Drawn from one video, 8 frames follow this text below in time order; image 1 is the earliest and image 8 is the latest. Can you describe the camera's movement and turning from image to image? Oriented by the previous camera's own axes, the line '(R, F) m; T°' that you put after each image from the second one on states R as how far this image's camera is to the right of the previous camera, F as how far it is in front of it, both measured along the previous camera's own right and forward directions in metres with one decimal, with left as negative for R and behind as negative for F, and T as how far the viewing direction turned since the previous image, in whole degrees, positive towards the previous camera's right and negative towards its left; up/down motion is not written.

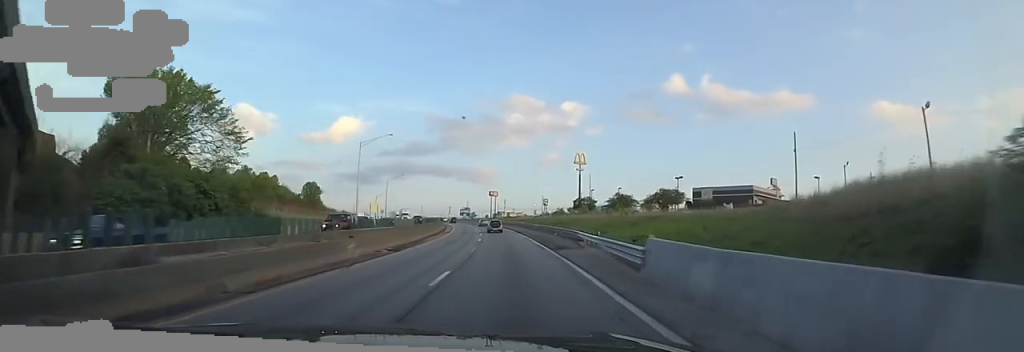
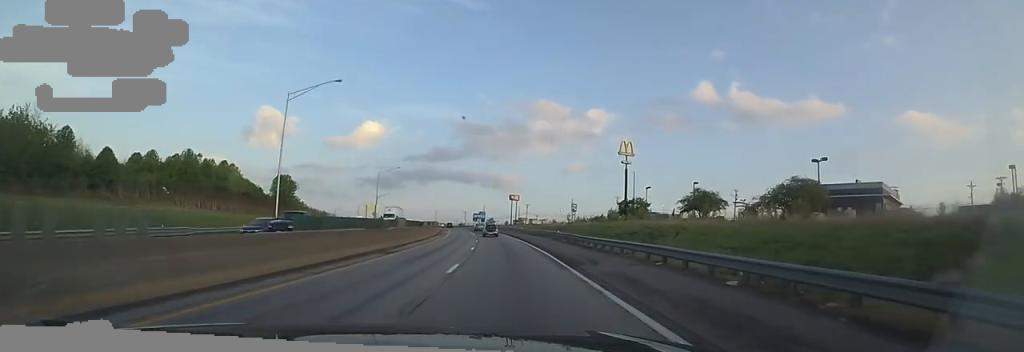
(-2.0, +32.7) m; -5°
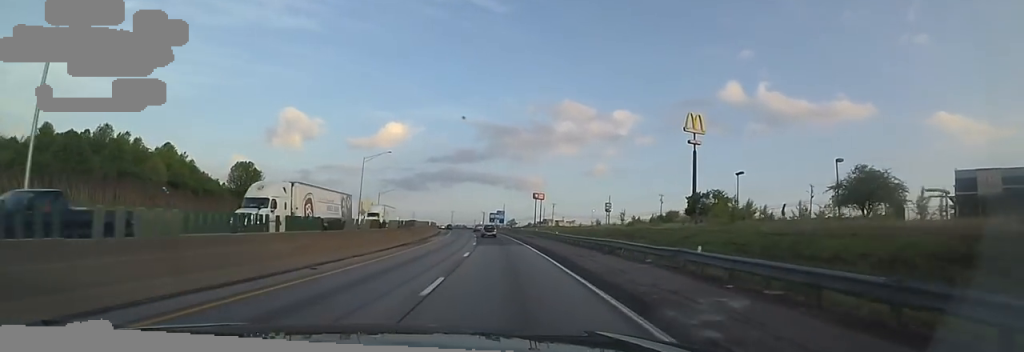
(-0.5, +28.1) m; -1°
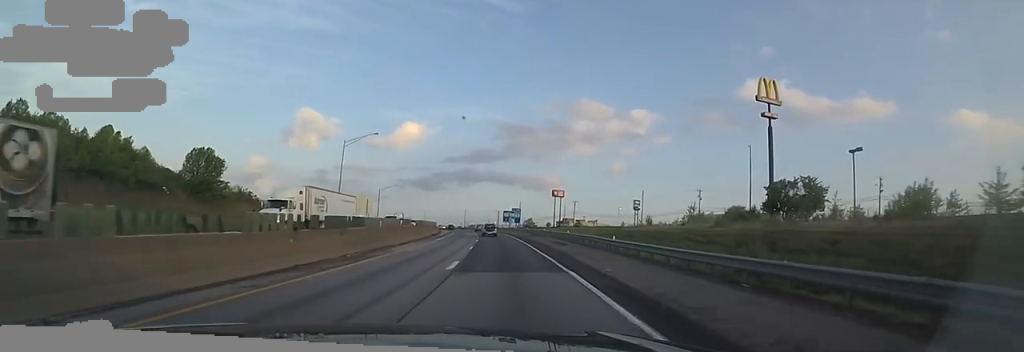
(+0.3, +19.4) m; -1°
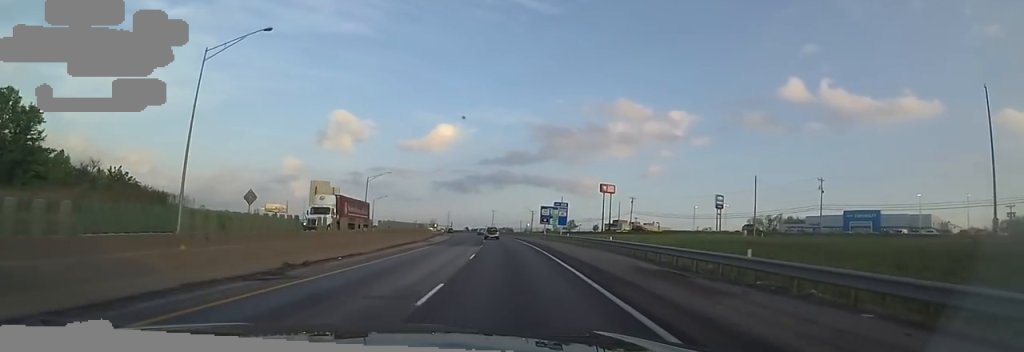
(-3.3, +44.1) m; -8°
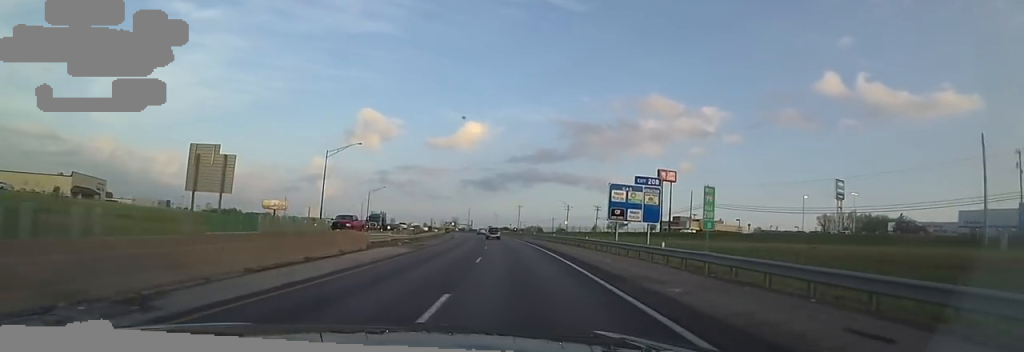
(-1.4, +39.1) m; -3°
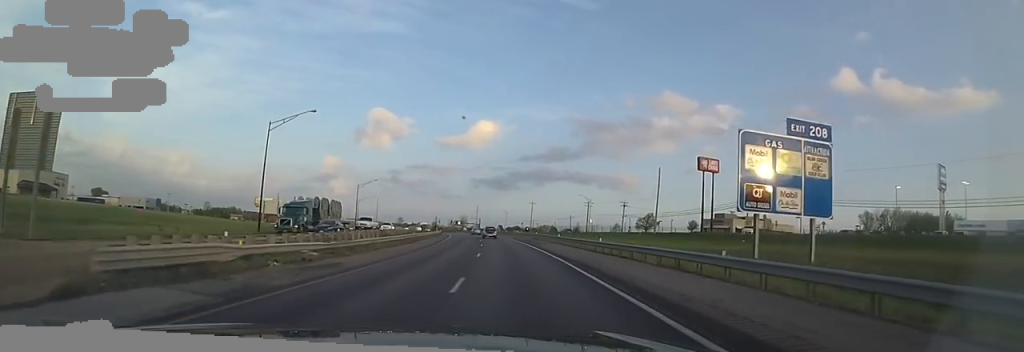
(-0.4, +20.9) m; 0°
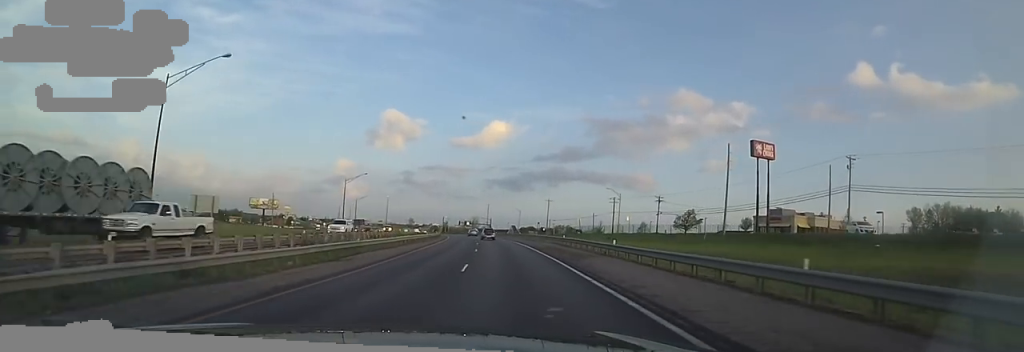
(0.0, +19.1) m; -1°
